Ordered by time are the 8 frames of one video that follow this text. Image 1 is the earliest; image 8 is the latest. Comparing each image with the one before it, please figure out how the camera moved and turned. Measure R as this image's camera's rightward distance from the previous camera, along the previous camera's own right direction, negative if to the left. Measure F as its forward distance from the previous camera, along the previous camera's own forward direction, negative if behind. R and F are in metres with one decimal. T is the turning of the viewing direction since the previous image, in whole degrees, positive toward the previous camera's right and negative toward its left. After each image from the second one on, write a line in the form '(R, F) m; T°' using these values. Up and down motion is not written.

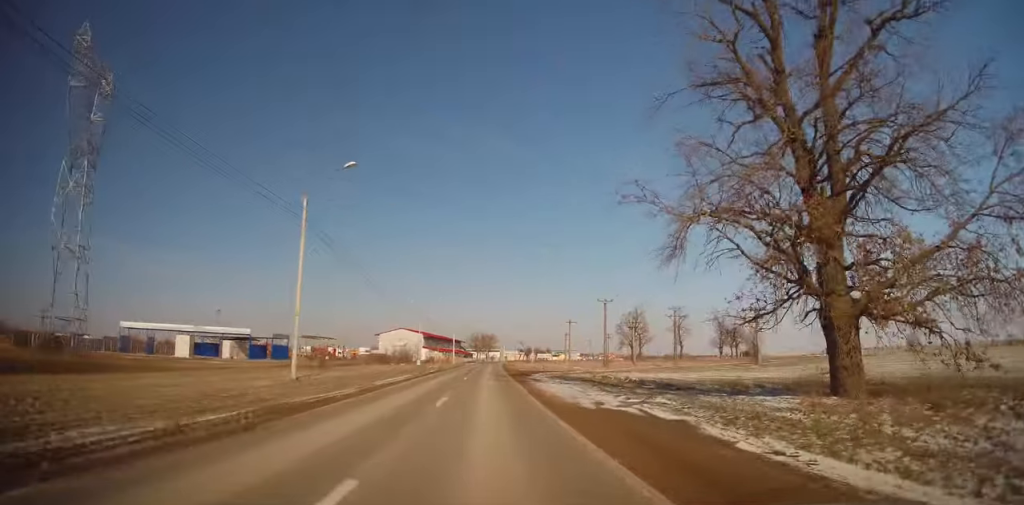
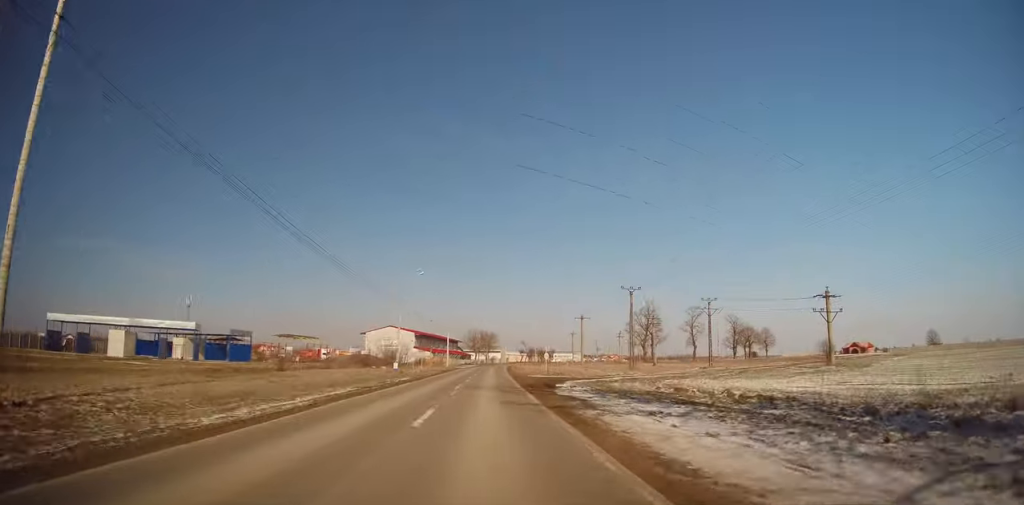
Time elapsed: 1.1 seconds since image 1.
(0.0, +16.7) m; +1°
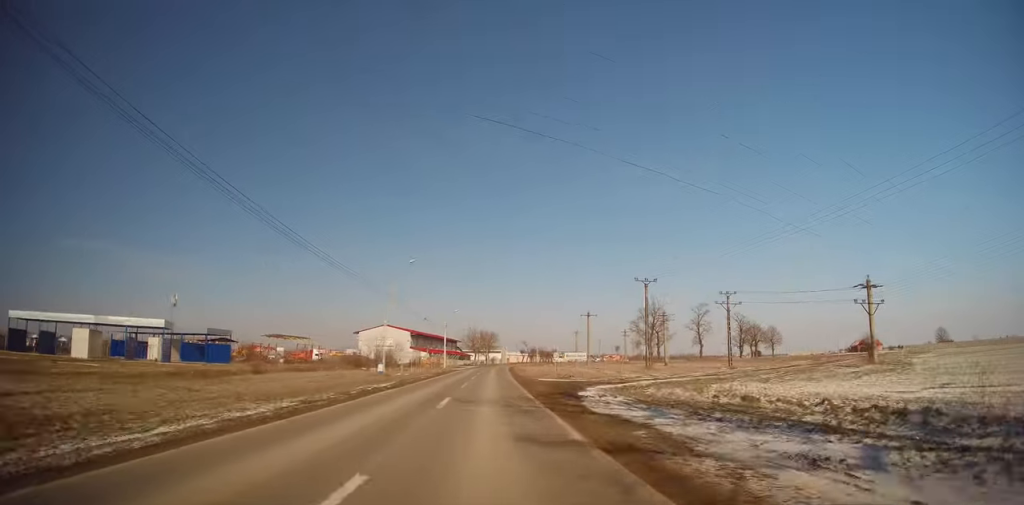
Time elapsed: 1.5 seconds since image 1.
(+0.1, +7.2) m; 0°
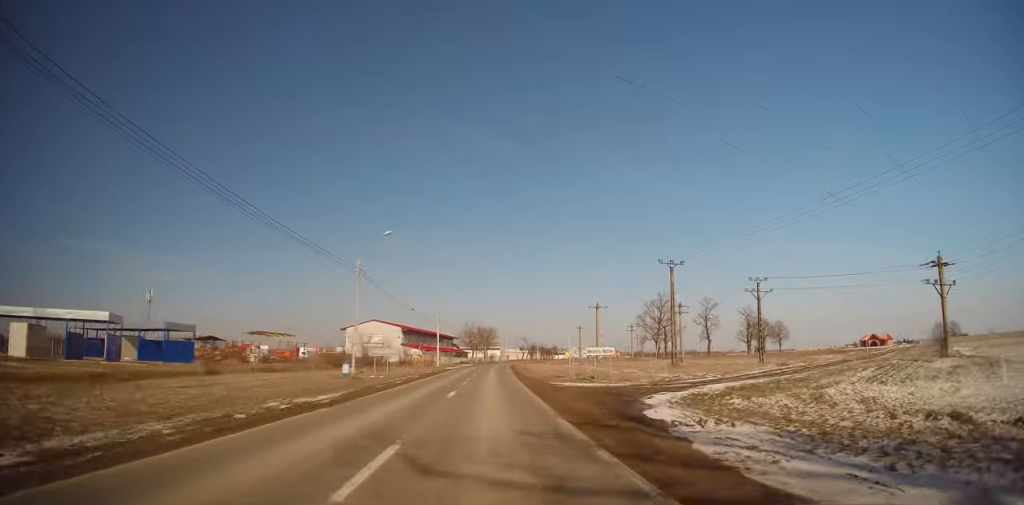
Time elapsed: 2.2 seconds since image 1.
(0.0, +10.2) m; 0°
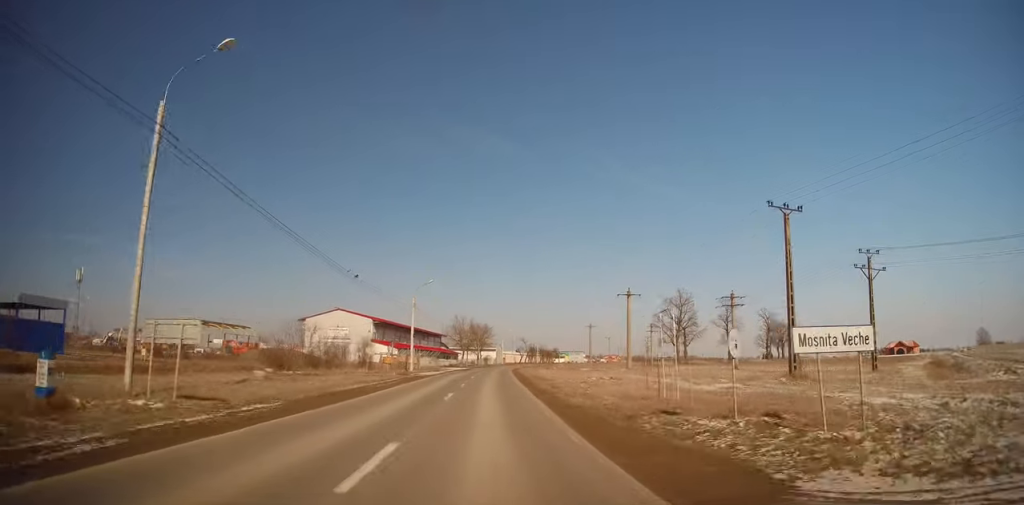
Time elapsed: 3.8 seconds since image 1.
(-0.3, +23.8) m; -1°
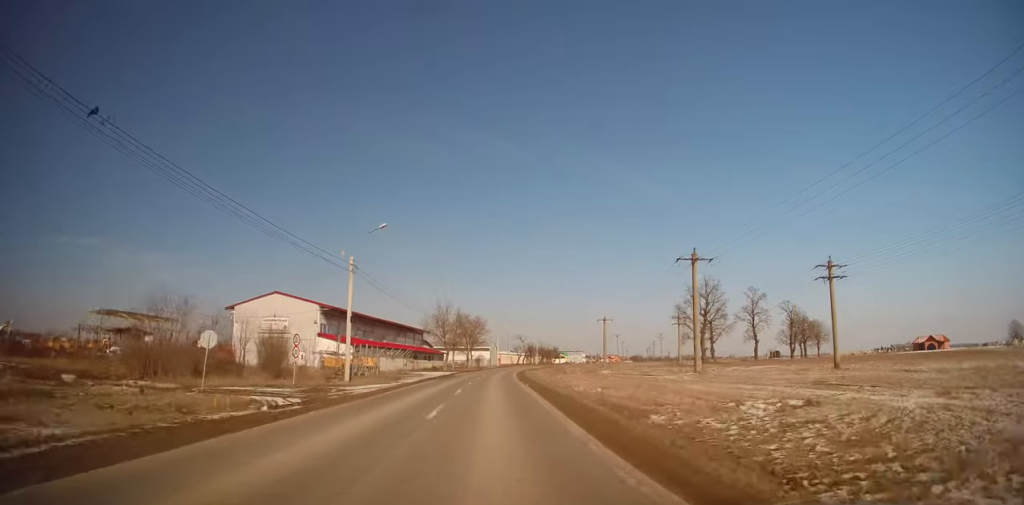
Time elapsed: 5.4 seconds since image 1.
(+0.5, +24.1) m; +2°
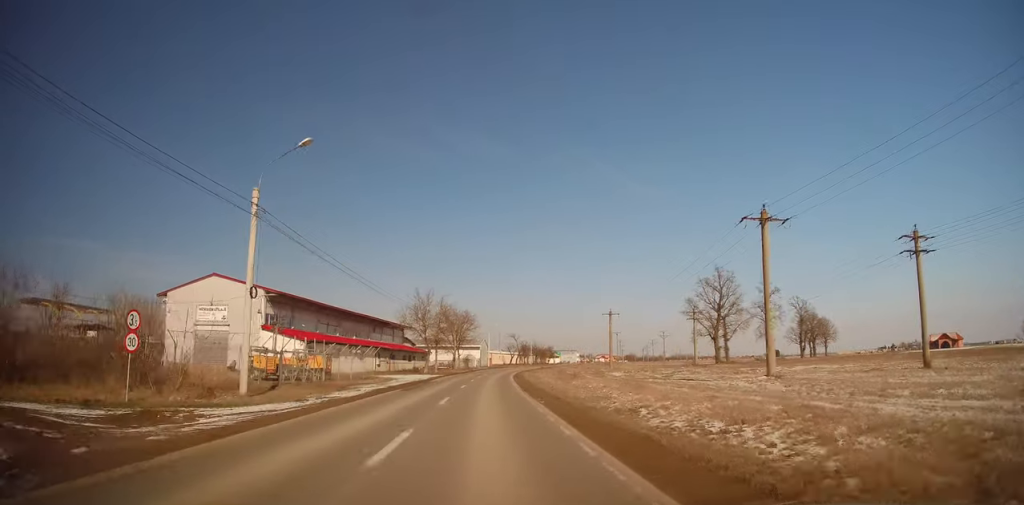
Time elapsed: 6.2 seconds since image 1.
(+0.1, +13.1) m; +1°
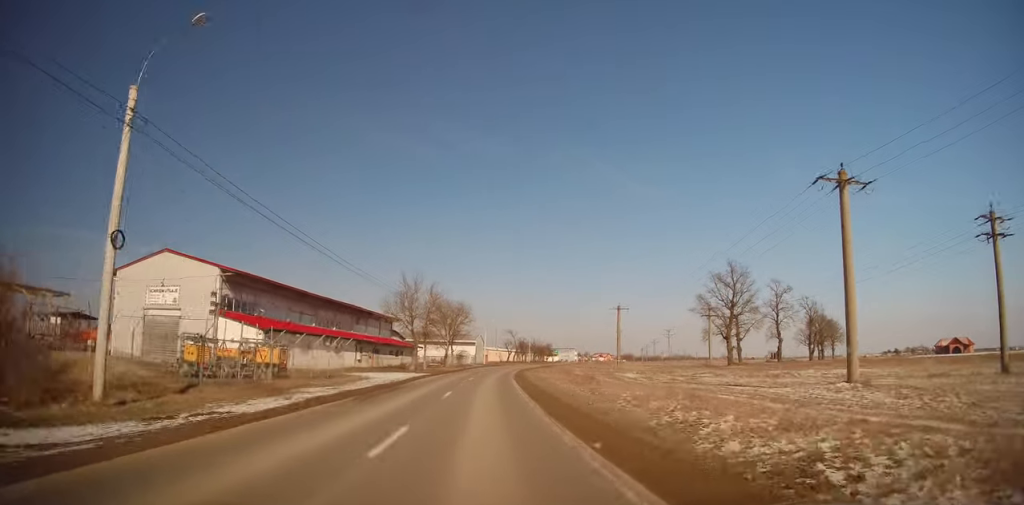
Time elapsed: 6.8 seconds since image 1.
(-0.1, +8.1) m; 0°
